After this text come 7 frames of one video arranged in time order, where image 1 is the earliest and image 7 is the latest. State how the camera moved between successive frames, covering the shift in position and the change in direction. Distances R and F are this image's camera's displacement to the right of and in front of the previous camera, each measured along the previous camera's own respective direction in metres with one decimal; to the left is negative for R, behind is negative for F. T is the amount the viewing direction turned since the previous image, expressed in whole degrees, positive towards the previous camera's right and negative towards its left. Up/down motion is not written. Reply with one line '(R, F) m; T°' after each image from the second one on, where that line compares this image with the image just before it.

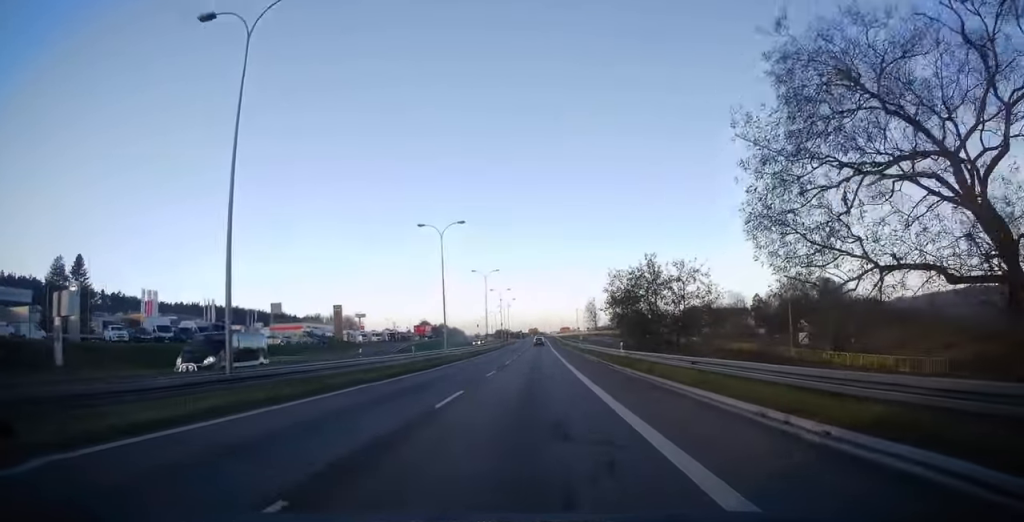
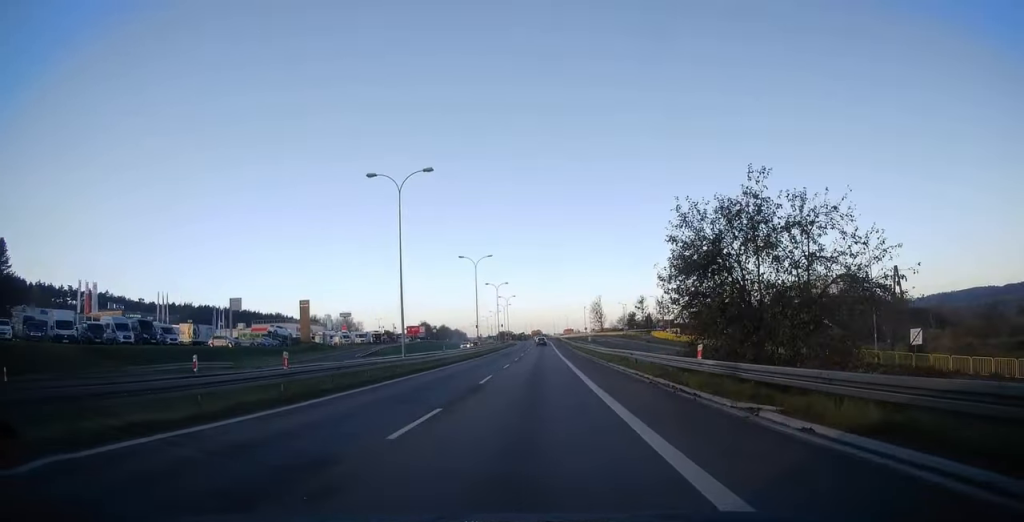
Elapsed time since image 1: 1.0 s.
(-0.3, +16.1) m; -1°
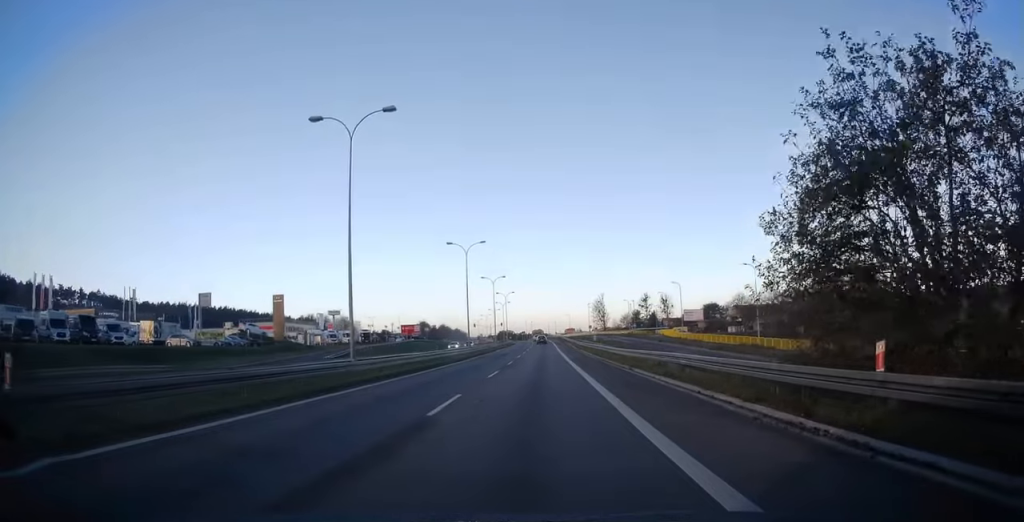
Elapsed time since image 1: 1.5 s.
(0.0, +9.4) m; 0°
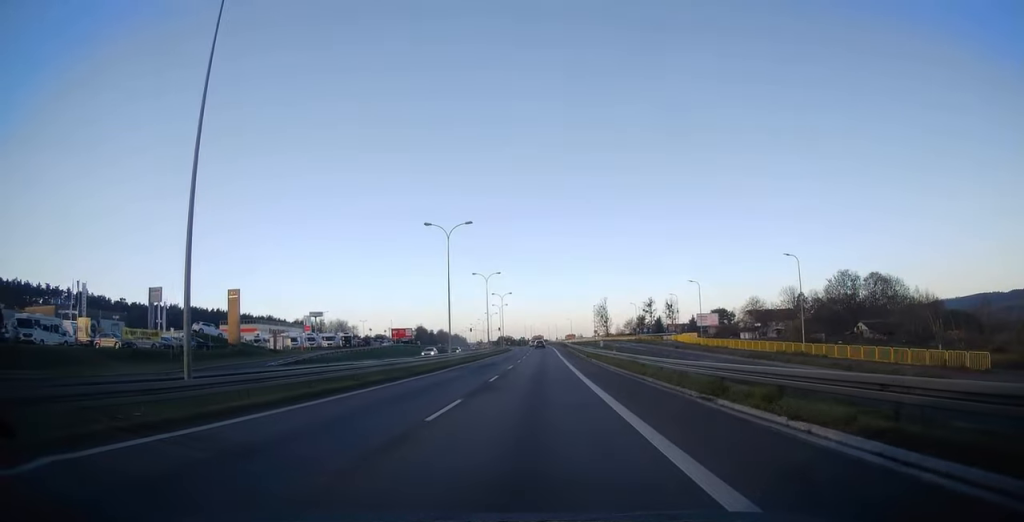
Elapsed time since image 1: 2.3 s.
(0.0, +12.2) m; +1°
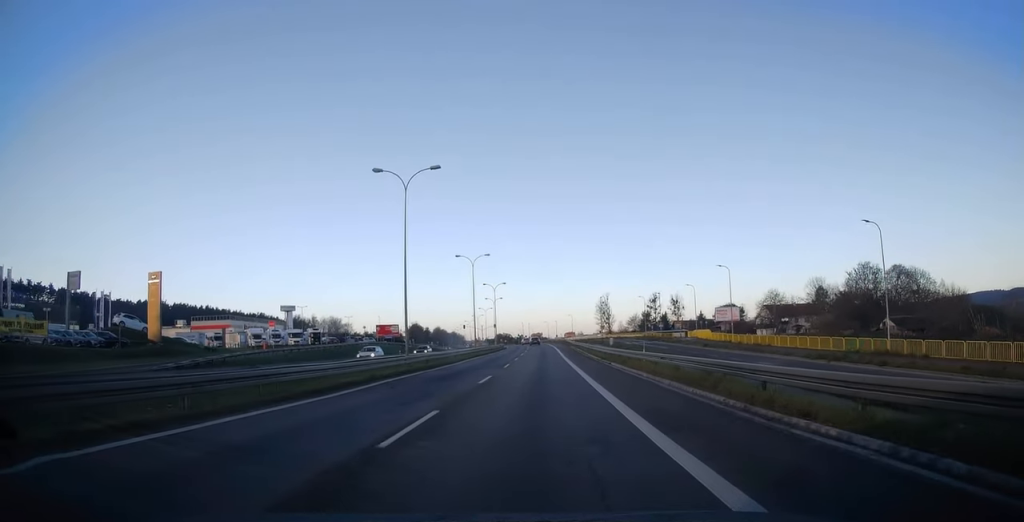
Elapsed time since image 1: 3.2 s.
(+0.3, +15.2) m; 0°
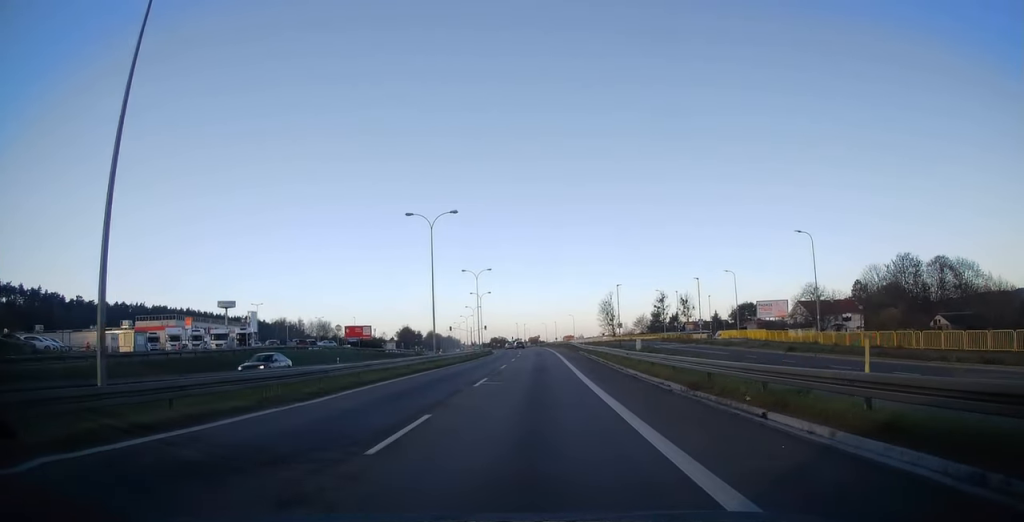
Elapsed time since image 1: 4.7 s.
(-0.3, +24.6) m; -1°
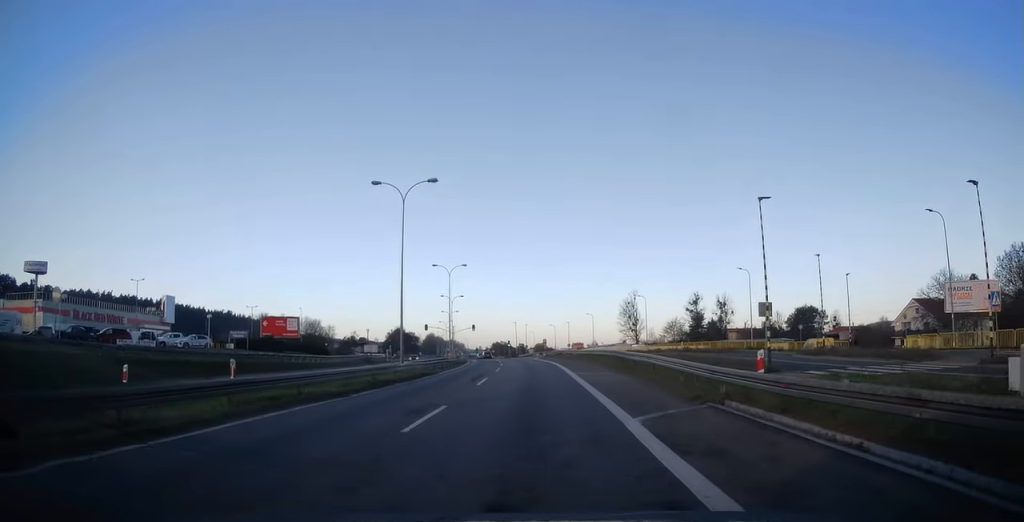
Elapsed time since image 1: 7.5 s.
(+0.7, +45.8) m; 0°
